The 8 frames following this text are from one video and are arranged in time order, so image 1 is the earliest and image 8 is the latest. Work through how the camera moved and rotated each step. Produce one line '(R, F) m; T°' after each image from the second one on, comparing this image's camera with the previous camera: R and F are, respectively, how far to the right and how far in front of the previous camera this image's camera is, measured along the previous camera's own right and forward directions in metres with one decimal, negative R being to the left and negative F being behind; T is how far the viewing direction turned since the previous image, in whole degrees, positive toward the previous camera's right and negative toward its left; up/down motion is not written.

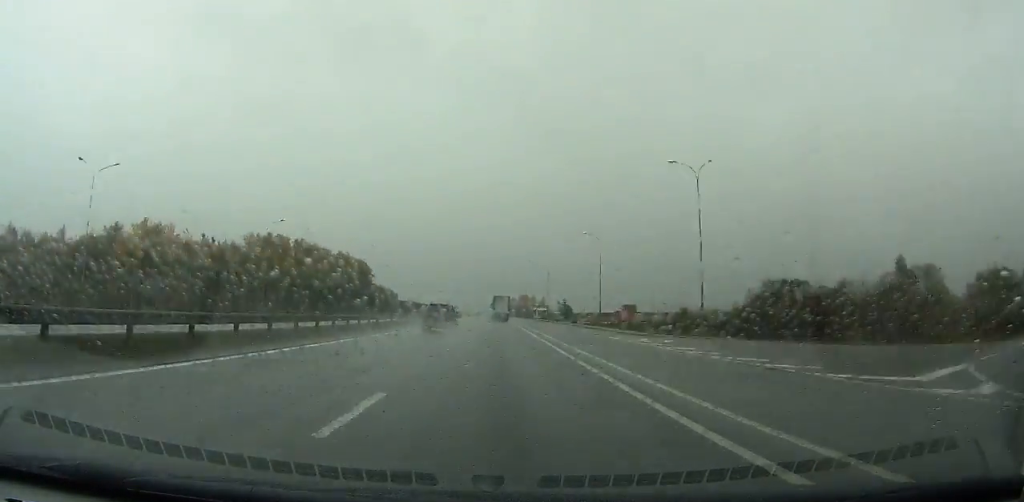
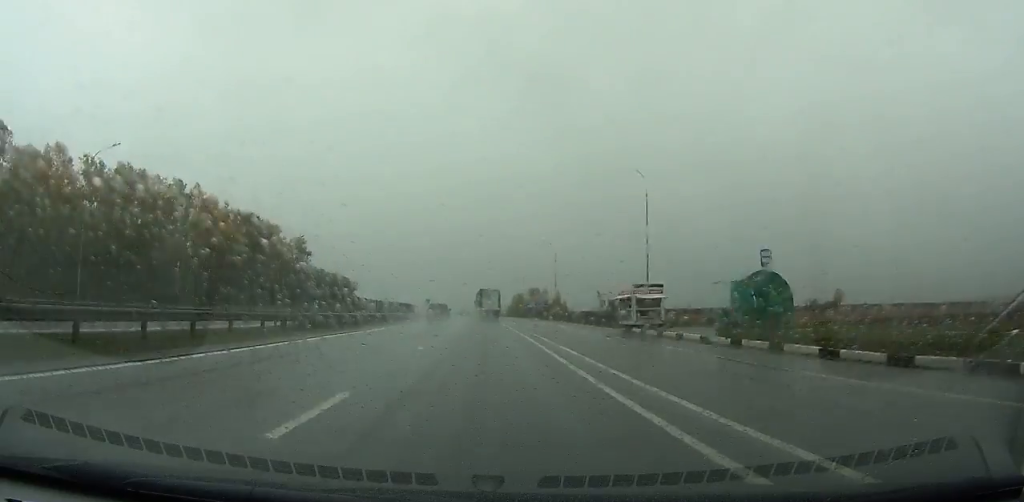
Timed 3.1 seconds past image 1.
(-0.7, +84.8) m; -1°
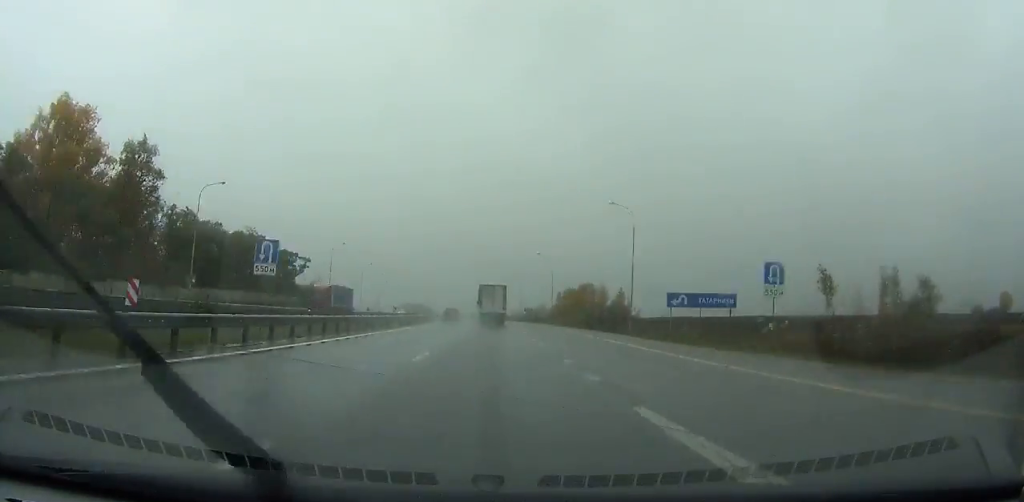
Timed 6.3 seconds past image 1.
(-1.4, +88.9) m; -2°
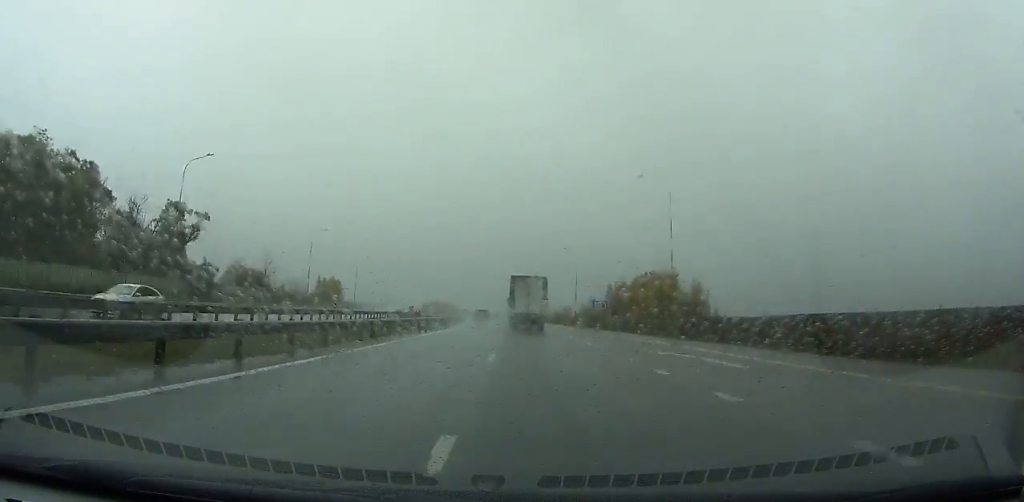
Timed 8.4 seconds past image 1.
(-0.7, +59.8) m; -2°
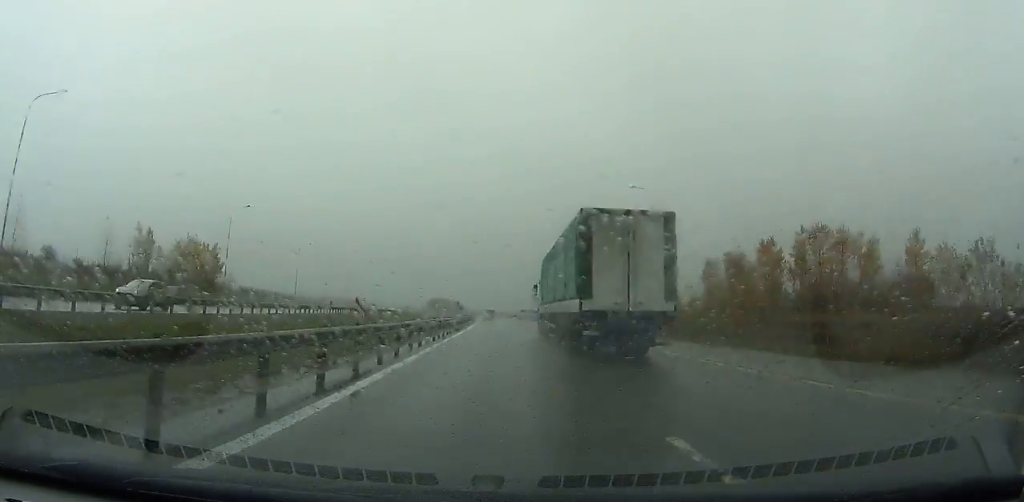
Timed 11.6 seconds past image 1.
(-2.2, +94.9) m; -2°
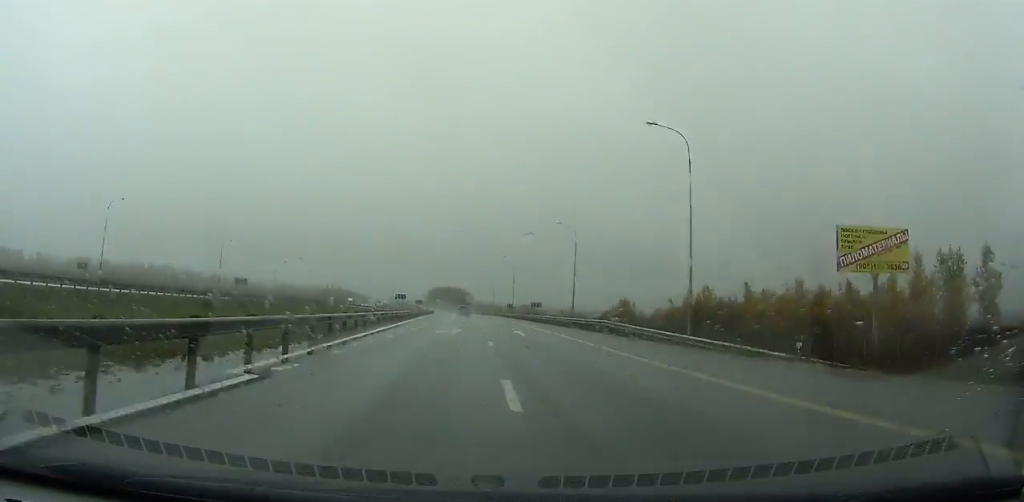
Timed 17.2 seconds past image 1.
(-1.6, +173.4) m; -1°
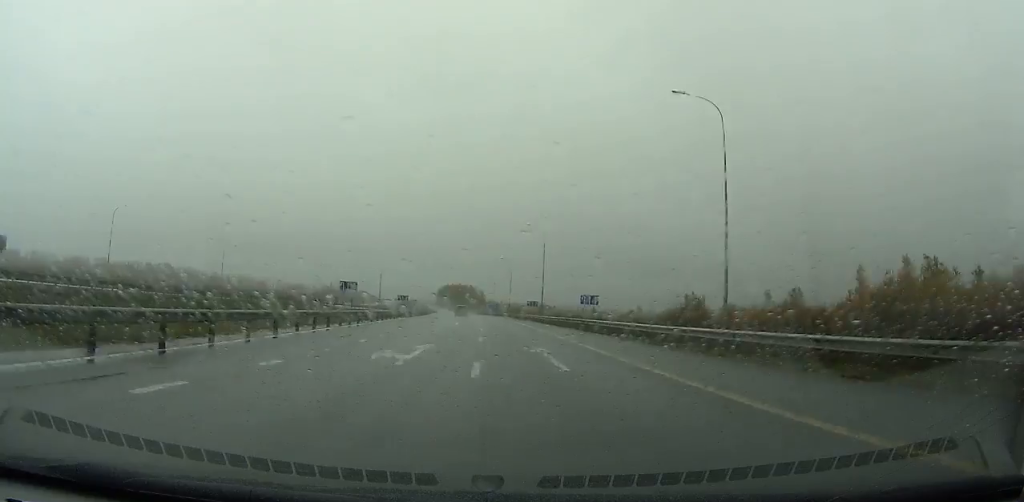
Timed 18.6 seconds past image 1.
(-0.5, +43.6) m; -1°
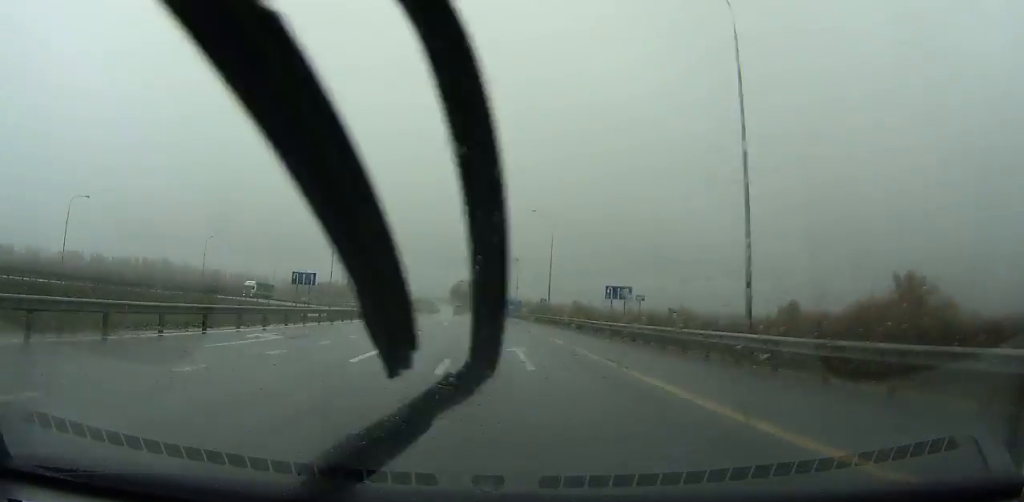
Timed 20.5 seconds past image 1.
(+0.1, +59.0) m; -2°
